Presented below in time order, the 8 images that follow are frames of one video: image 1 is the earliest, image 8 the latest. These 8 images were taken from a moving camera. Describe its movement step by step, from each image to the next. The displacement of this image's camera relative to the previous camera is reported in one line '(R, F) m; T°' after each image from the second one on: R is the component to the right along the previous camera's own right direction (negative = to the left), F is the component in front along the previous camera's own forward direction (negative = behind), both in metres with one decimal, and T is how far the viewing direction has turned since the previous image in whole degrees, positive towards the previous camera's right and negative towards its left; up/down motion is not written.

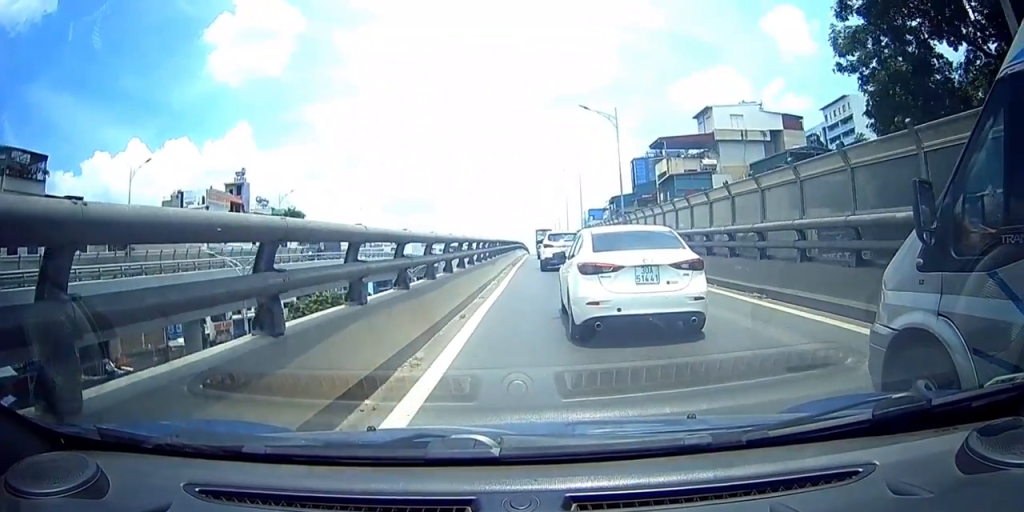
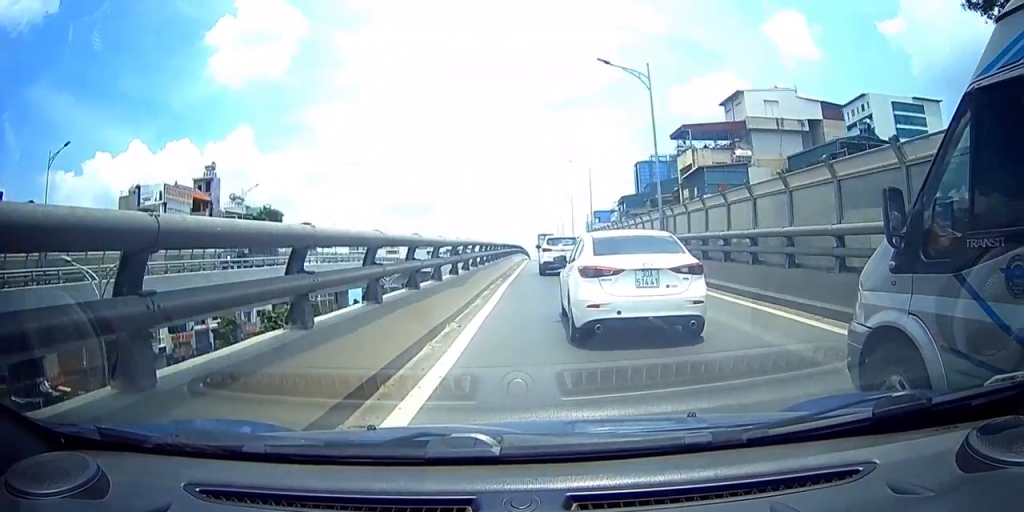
(+0.1, +8.7) m; +1°
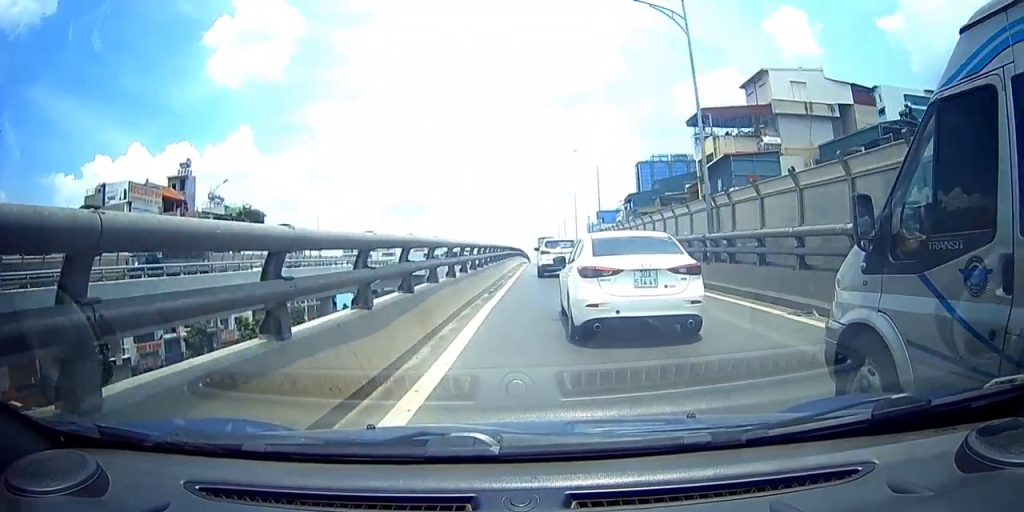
(+0.1, +5.9) m; -2°
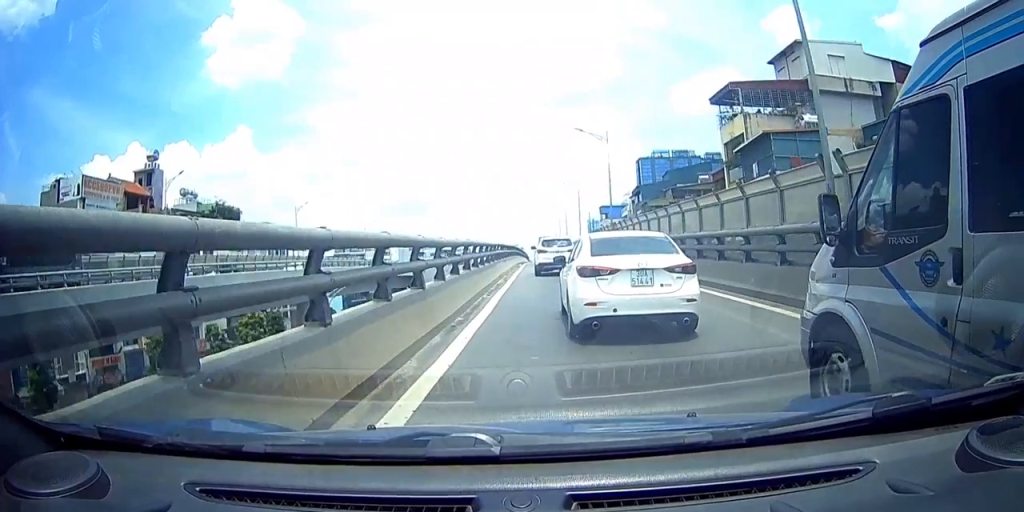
(-0.1, +6.8) m; -2°
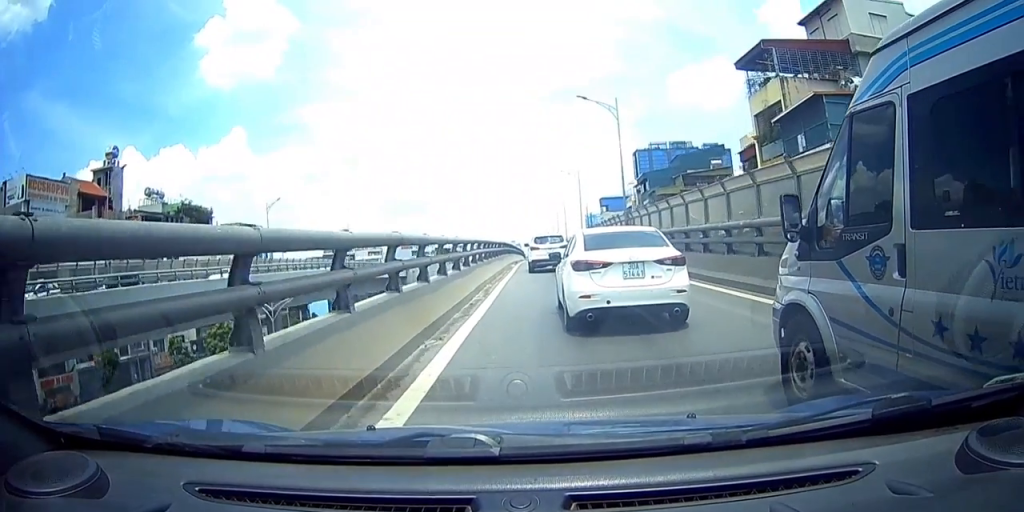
(-0.3, +7.2) m; -2°
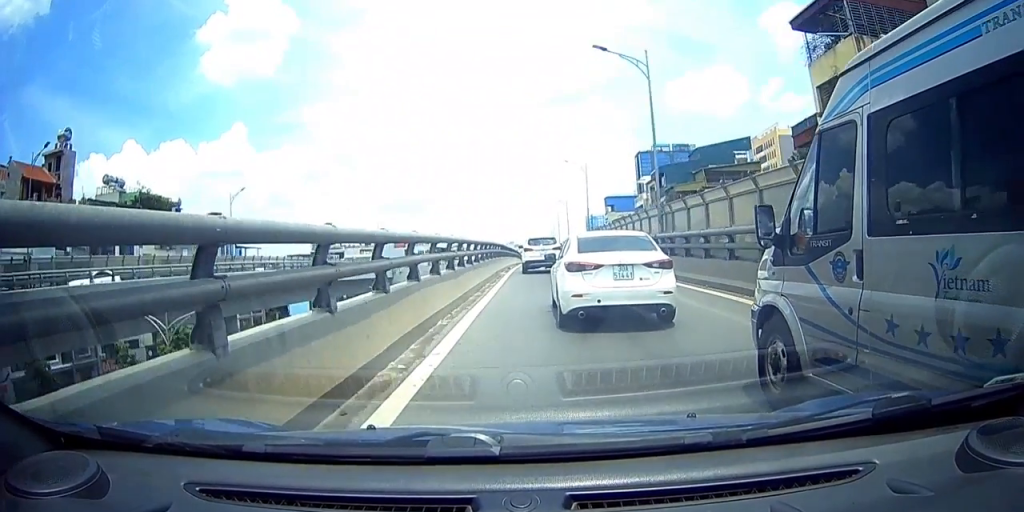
(0.0, +7.7) m; +2°
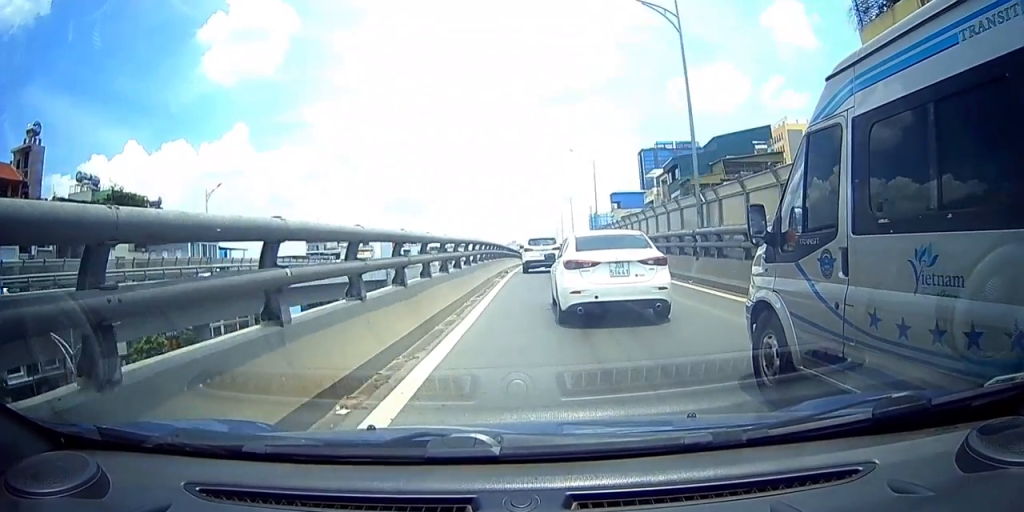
(+0.1, +4.7) m; 0°
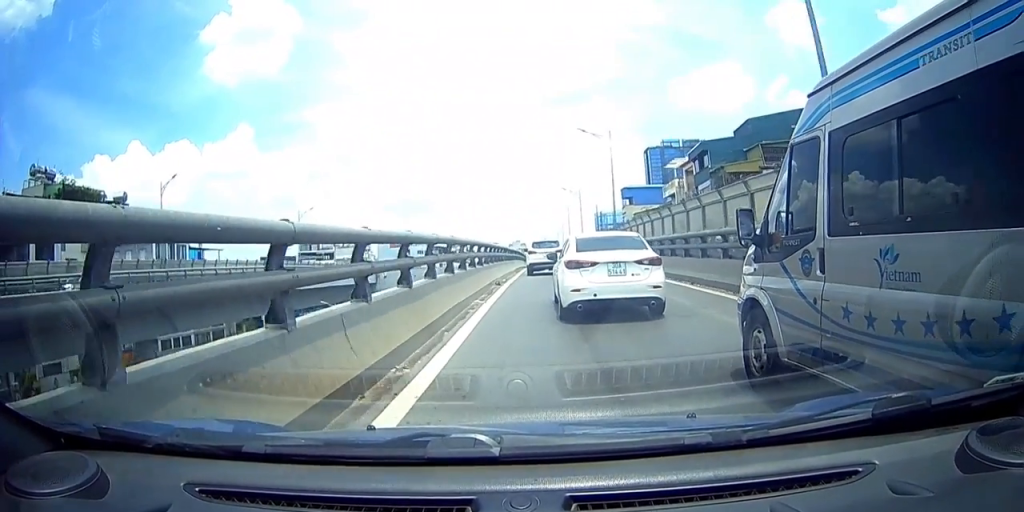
(+0.2, +7.5) m; 0°
